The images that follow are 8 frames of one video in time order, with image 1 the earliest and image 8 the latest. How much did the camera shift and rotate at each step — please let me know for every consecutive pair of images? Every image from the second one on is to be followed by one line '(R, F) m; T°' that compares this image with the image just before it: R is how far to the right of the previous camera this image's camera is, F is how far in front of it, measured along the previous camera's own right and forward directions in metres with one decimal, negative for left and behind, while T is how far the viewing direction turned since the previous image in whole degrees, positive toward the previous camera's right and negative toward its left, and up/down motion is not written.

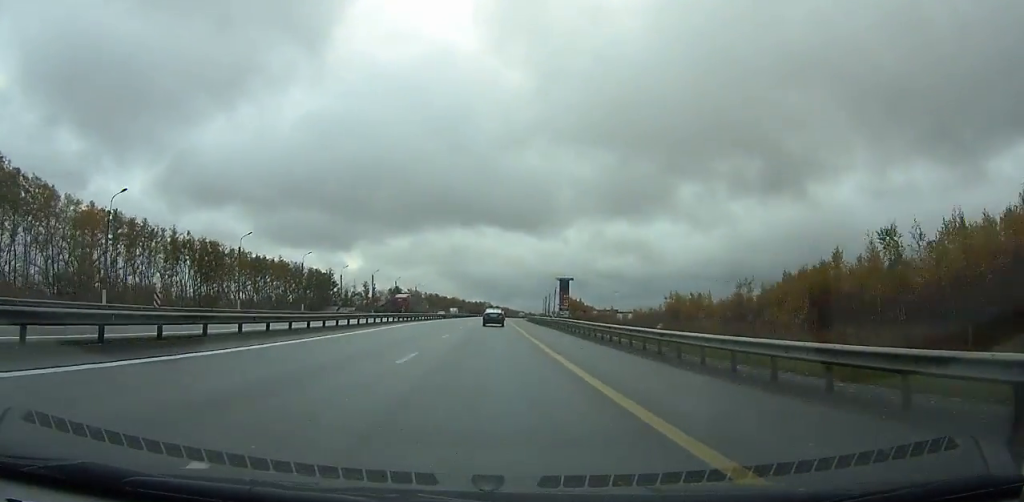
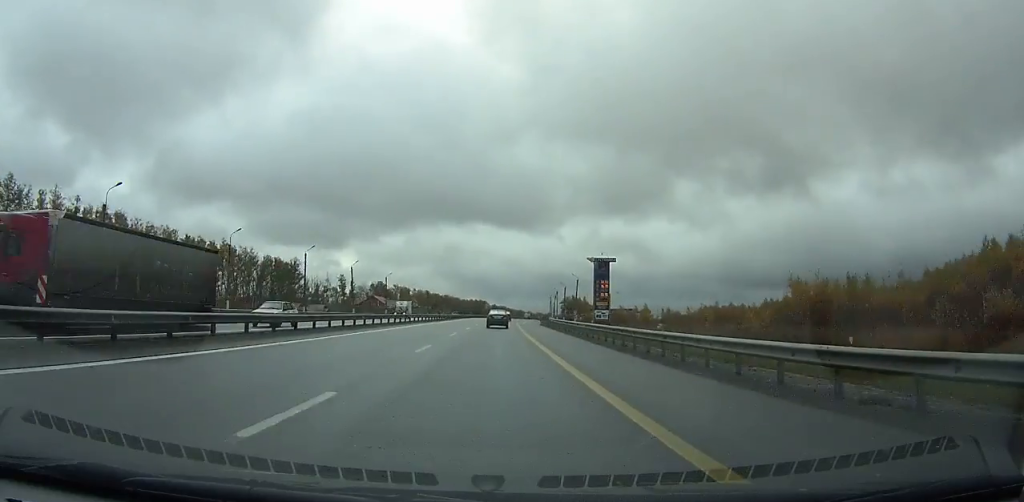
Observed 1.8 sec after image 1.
(+0.2, +44.6) m; 0°
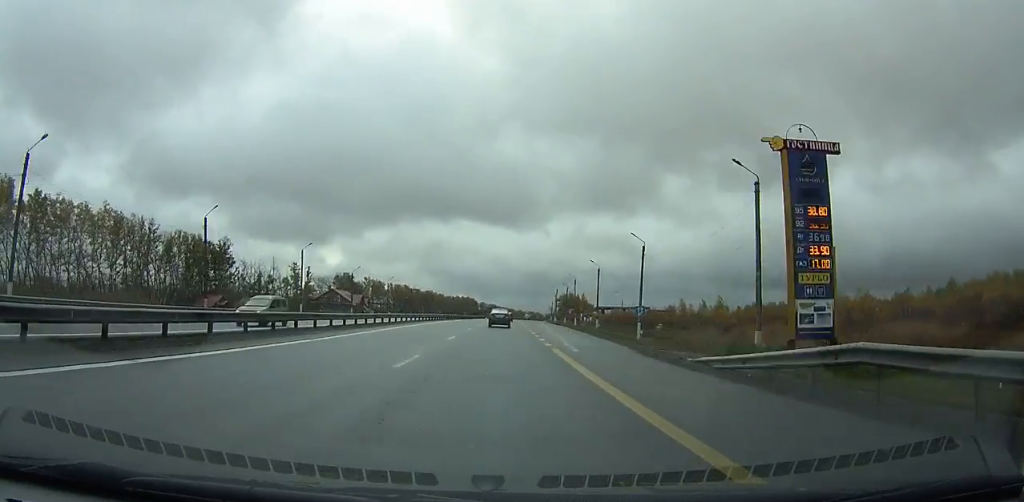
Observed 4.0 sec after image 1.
(0.0, +53.5) m; +1°
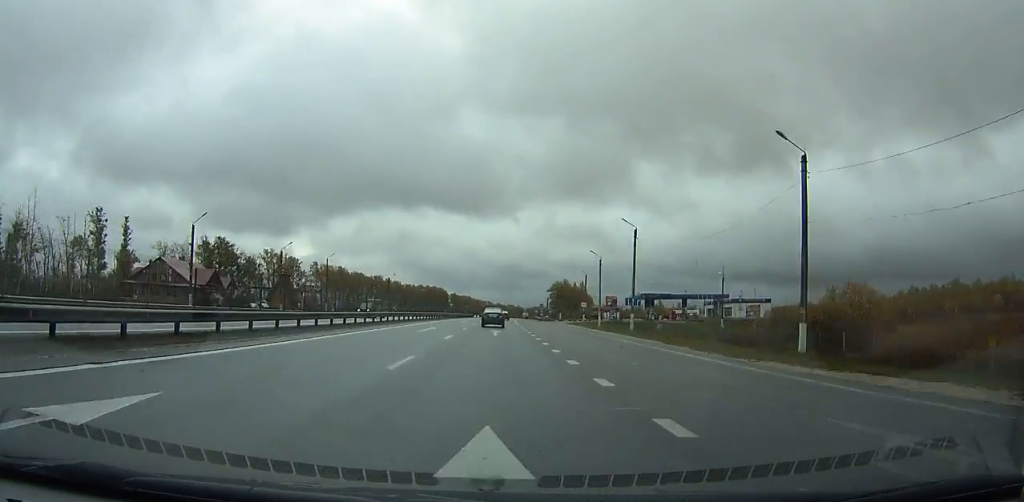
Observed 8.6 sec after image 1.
(+2.6, +109.5) m; +2°
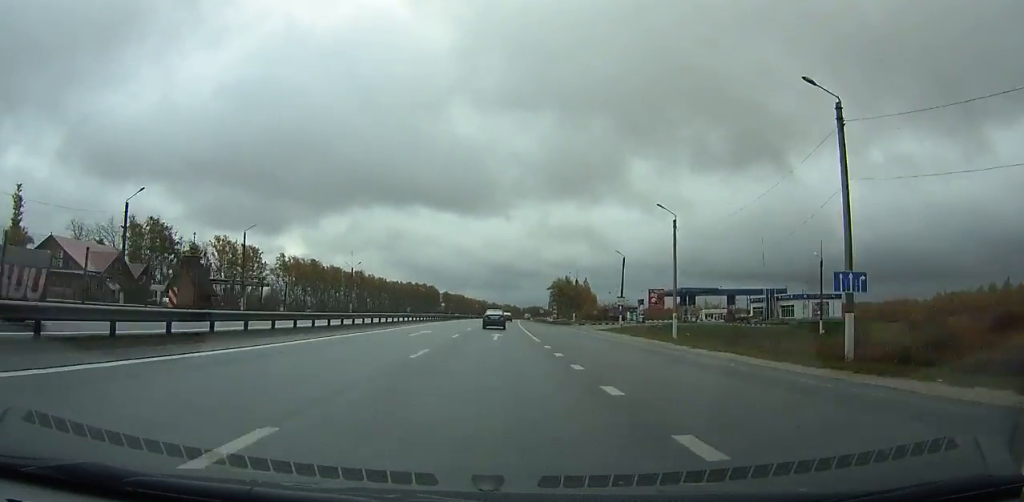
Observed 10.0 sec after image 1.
(0.0, +33.0) m; +1°
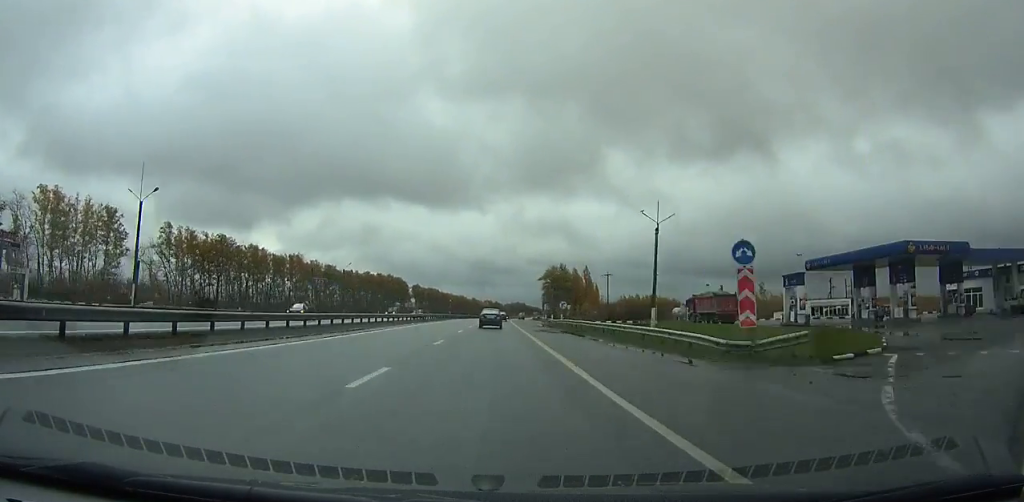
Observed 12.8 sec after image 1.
(+0.9, +65.8) m; +1°
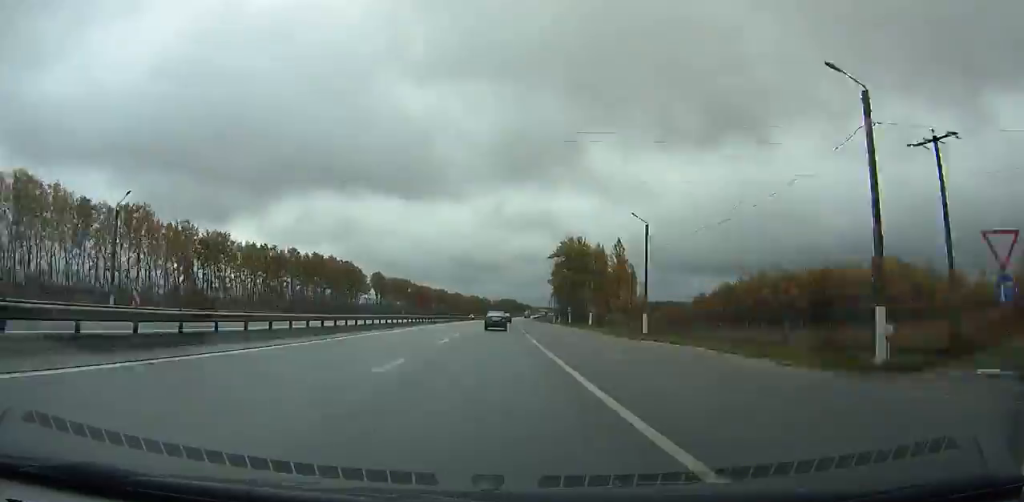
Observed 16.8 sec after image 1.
(+1.2, +94.2) m; +1°
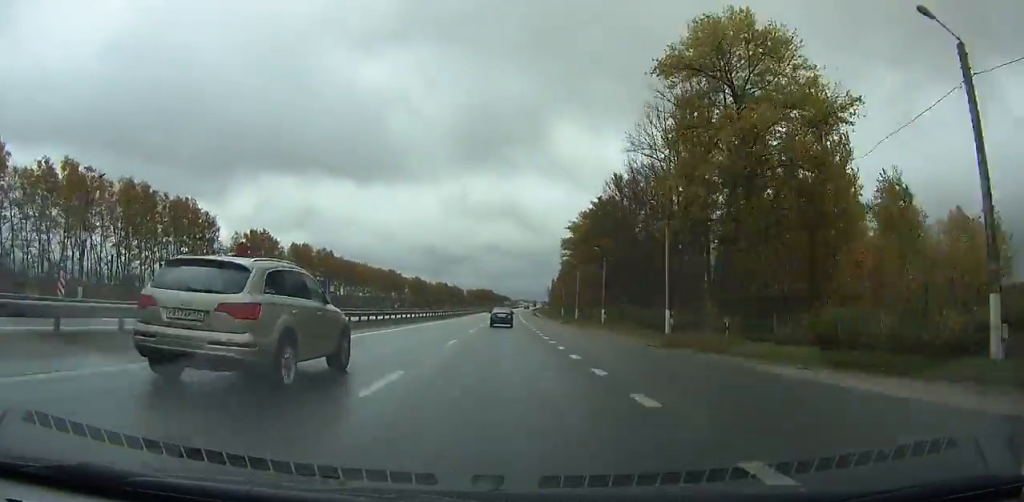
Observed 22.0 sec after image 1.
(+2.3, +122.6) m; +2°
